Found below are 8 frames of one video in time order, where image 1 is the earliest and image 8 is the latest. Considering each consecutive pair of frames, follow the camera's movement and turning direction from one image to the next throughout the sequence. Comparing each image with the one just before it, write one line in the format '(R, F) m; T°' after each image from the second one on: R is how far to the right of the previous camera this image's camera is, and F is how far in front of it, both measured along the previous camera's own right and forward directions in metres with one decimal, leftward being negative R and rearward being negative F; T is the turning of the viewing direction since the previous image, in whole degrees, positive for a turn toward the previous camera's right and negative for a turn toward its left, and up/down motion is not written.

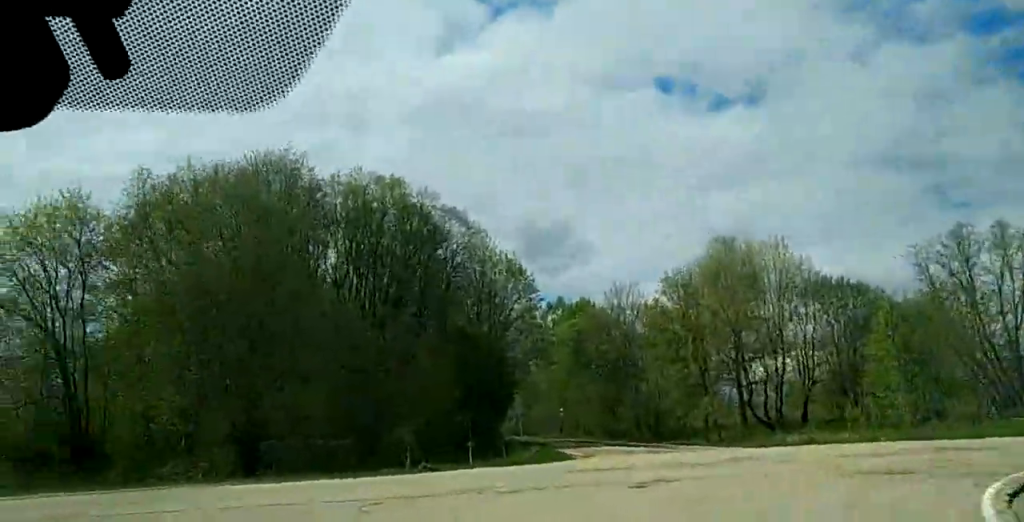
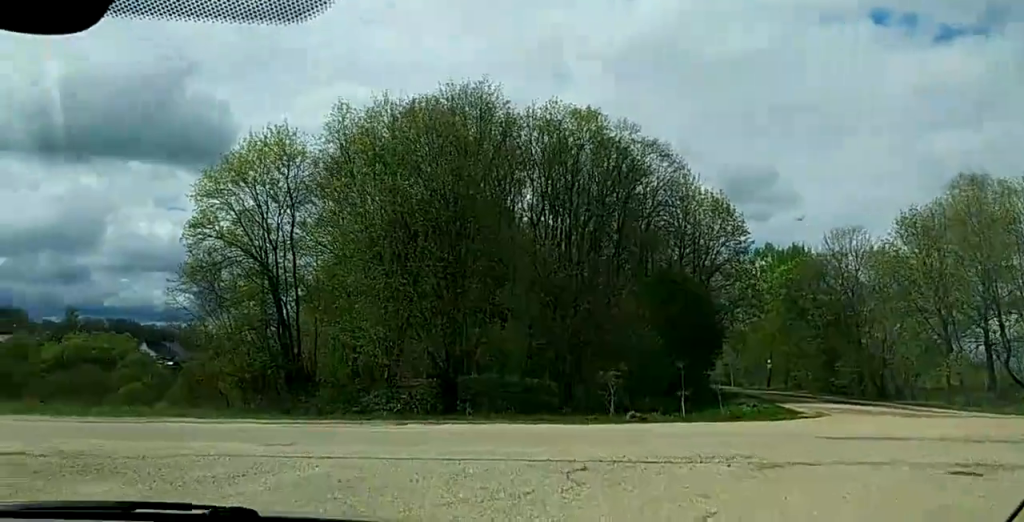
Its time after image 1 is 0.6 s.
(-0.4, +4.1) m; -14°
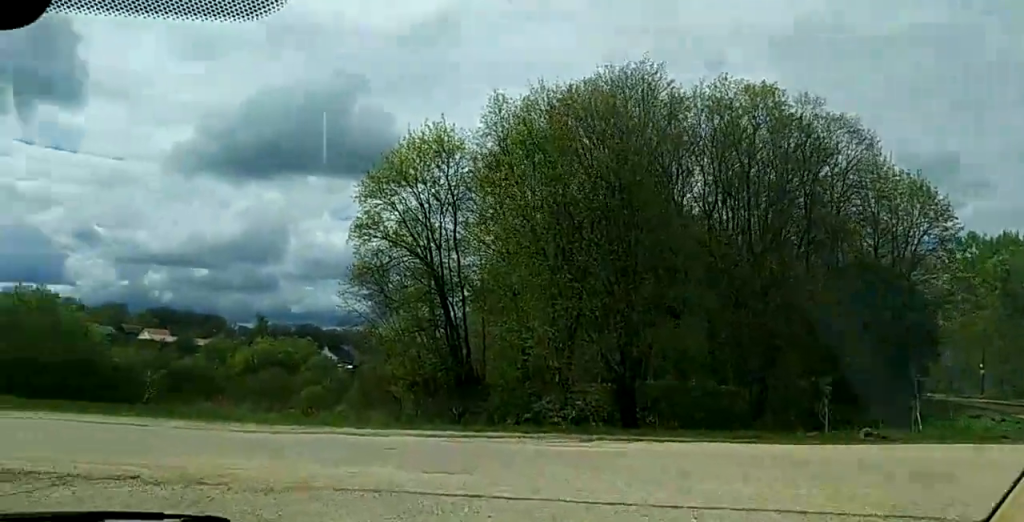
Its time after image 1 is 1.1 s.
(-0.5, +2.9) m; -12°
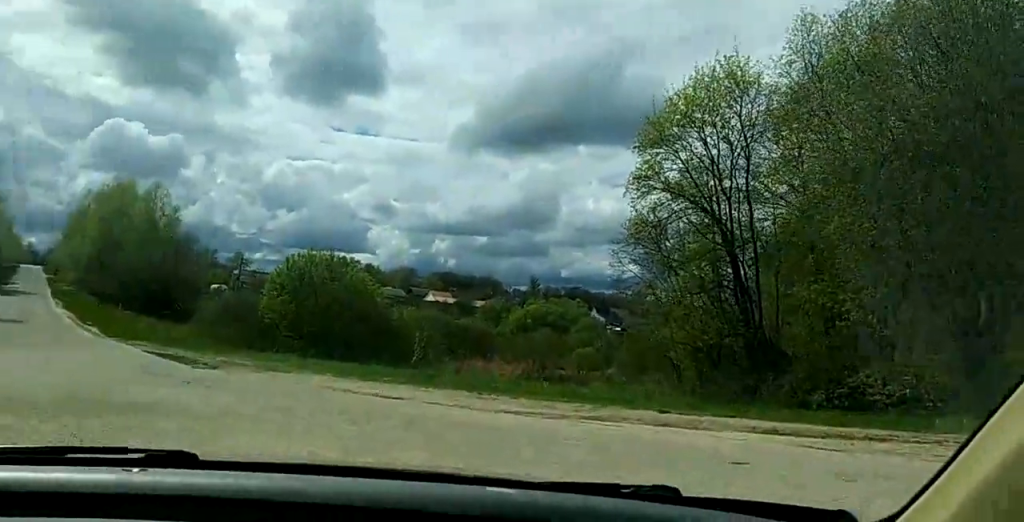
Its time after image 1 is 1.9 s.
(-0.8, +5.0) m; -19°
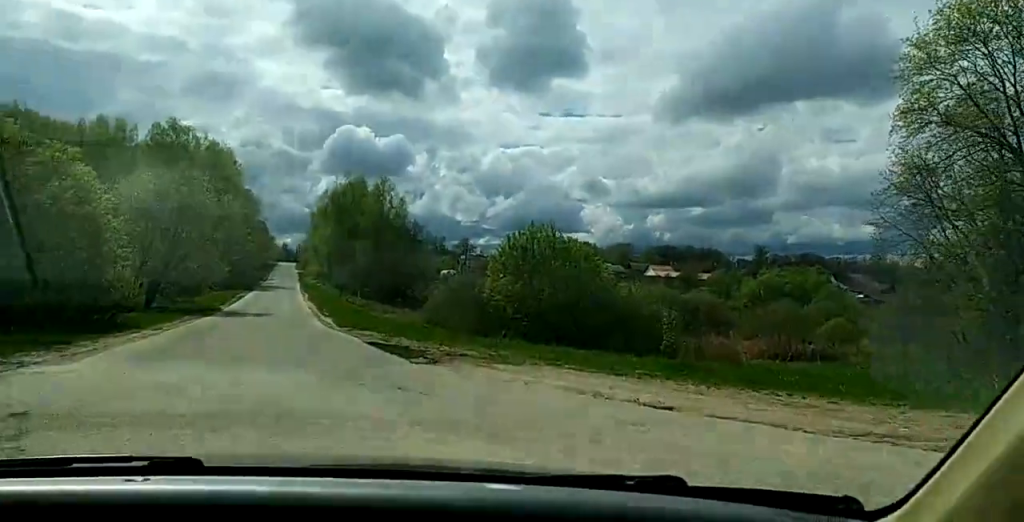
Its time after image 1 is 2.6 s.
(-0.5, +4.5) m; -13°
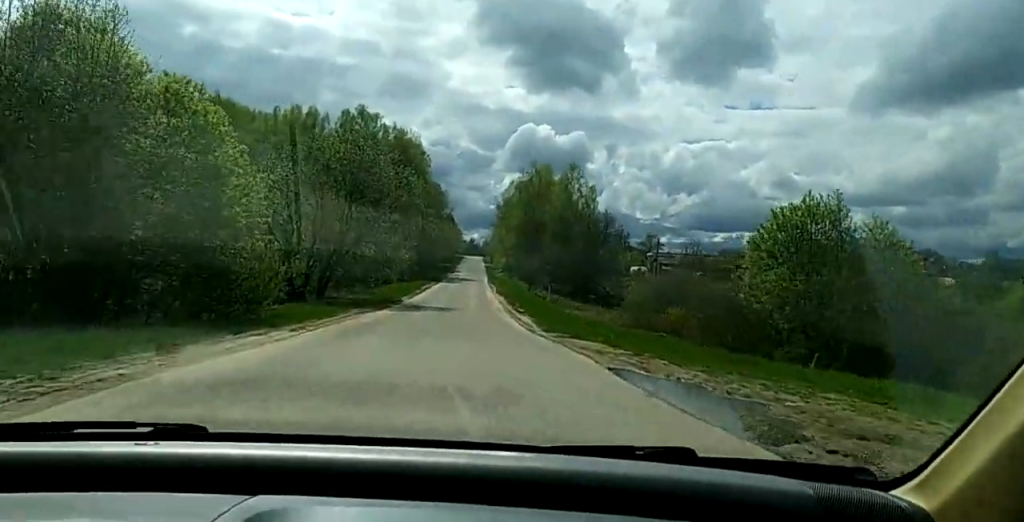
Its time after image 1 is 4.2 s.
(-1.8, +12.8) m; -8°
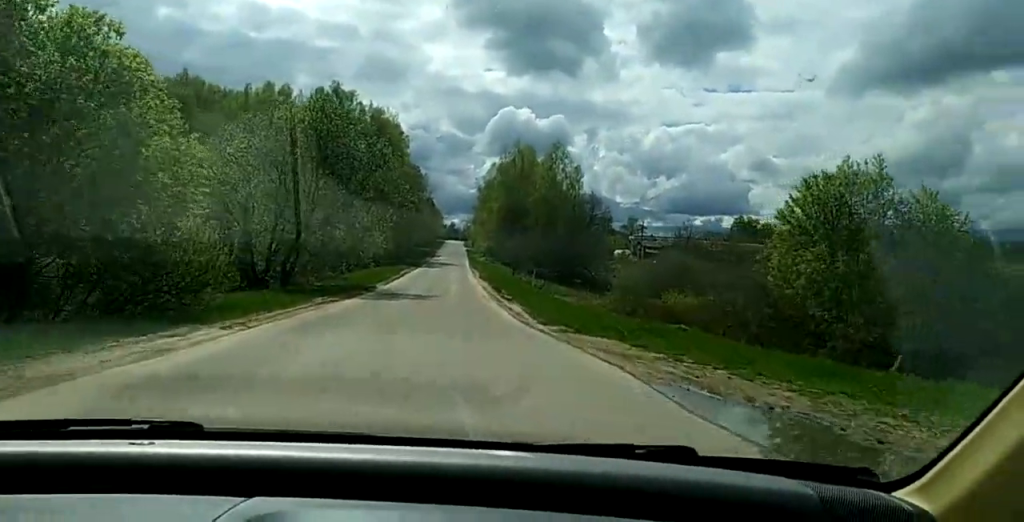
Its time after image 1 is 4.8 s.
(0.0, +5.0) m; +1°
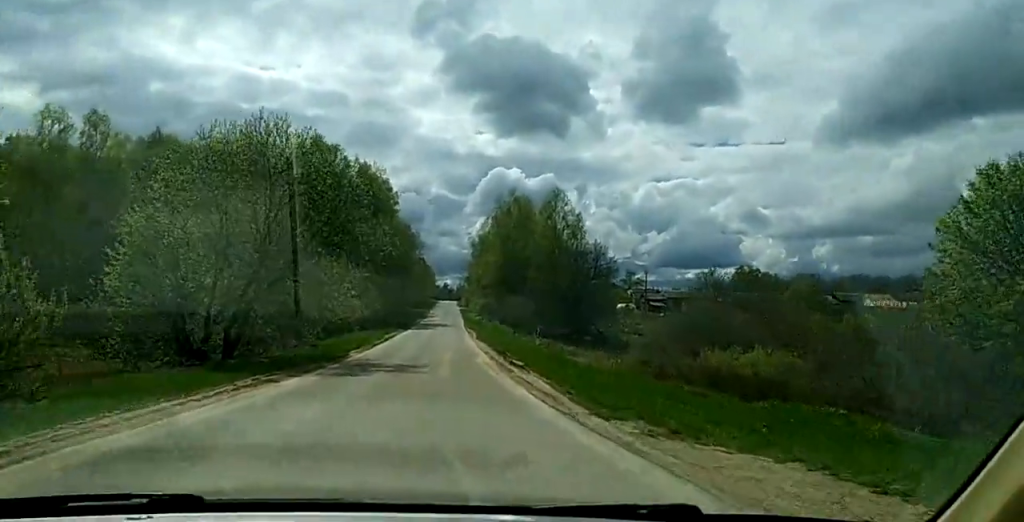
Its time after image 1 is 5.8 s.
(+0.2, +9.9) m; +4°
